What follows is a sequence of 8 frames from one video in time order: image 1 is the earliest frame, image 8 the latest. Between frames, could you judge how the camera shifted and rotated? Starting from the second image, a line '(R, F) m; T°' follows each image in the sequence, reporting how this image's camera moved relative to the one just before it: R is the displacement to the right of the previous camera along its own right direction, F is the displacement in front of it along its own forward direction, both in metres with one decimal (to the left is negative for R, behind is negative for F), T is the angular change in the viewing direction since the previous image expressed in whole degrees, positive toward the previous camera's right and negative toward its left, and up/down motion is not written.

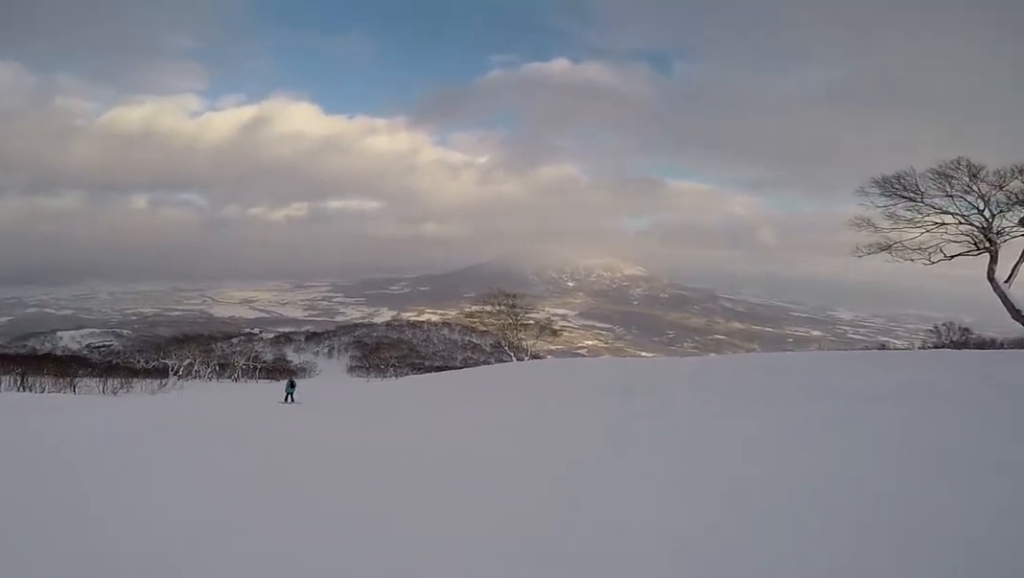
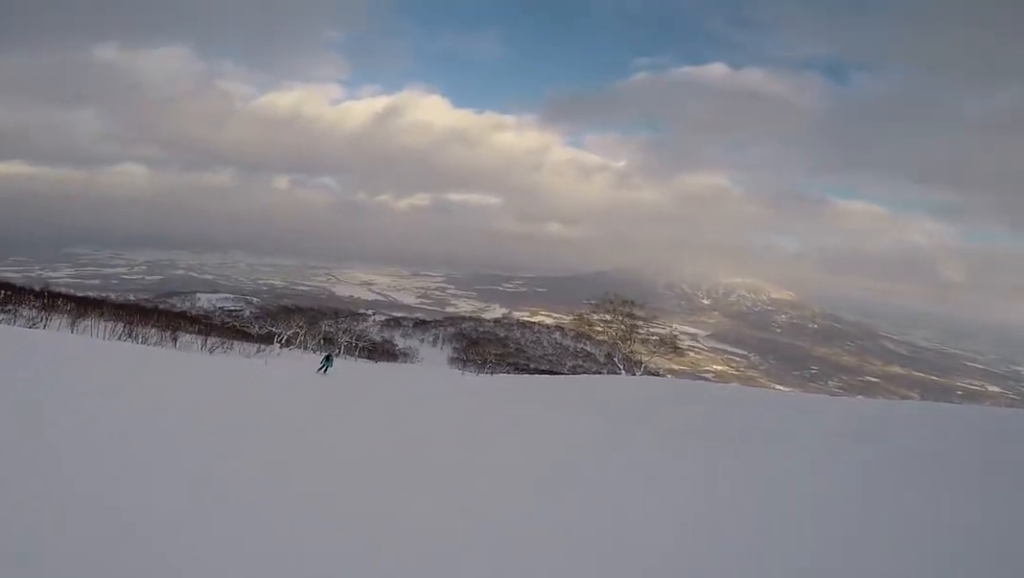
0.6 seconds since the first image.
(-0.6, +3.2) m; -18°
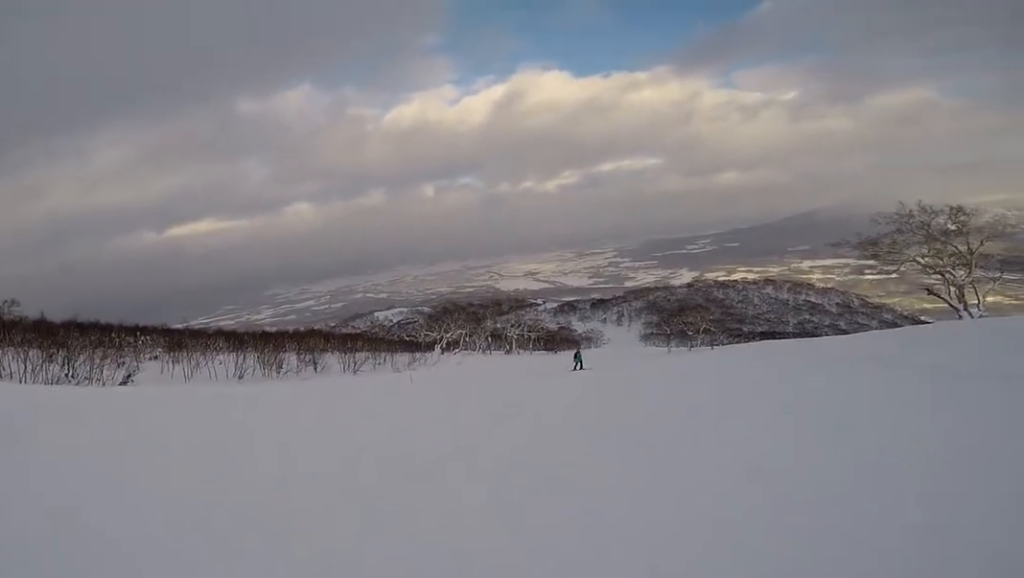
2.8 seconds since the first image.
(-4.7, +11.1) m; -24°
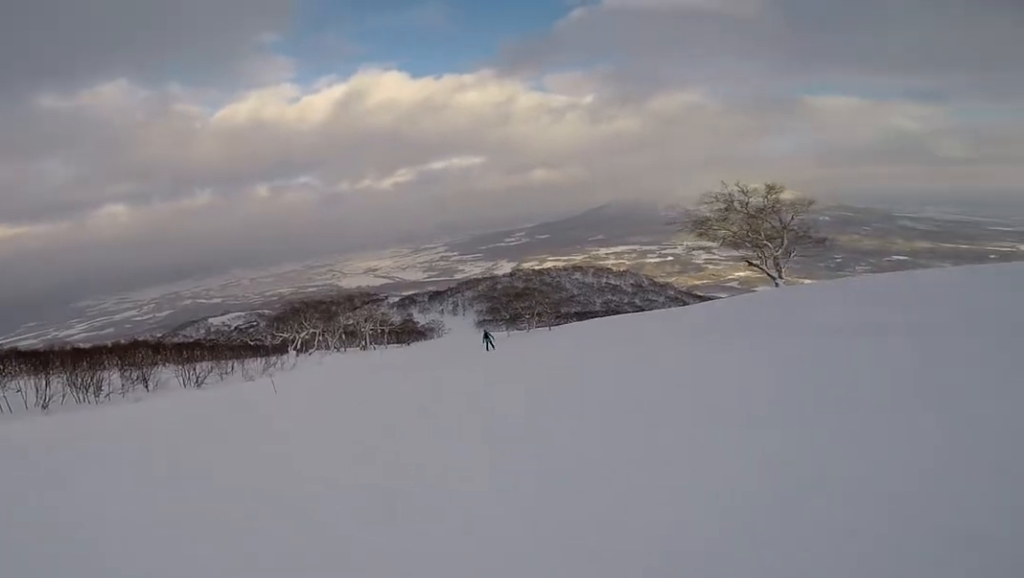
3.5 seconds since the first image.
(+0.6, +4.1) m; +14°
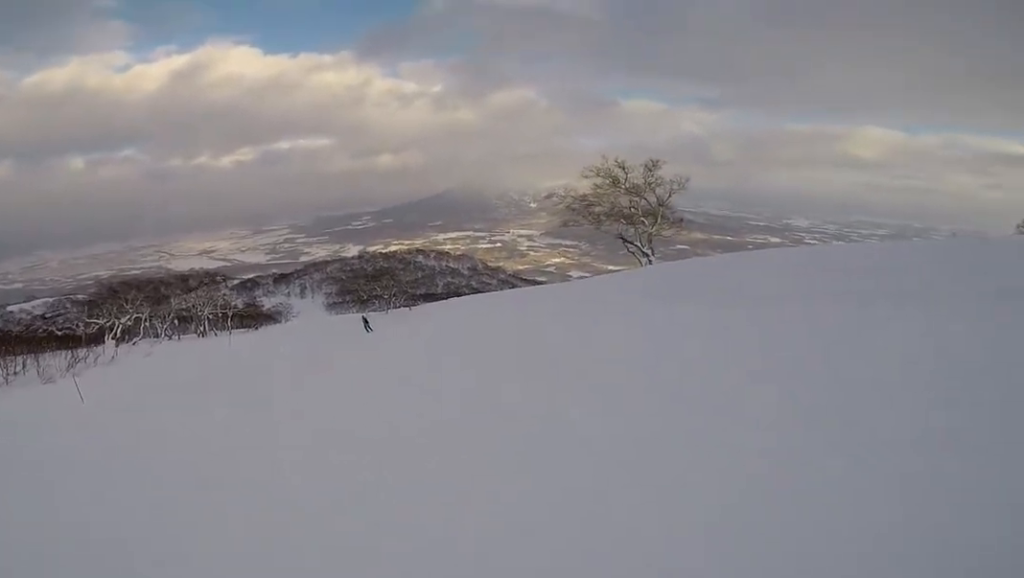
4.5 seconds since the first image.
(+1.0, +5.3) m; +27°
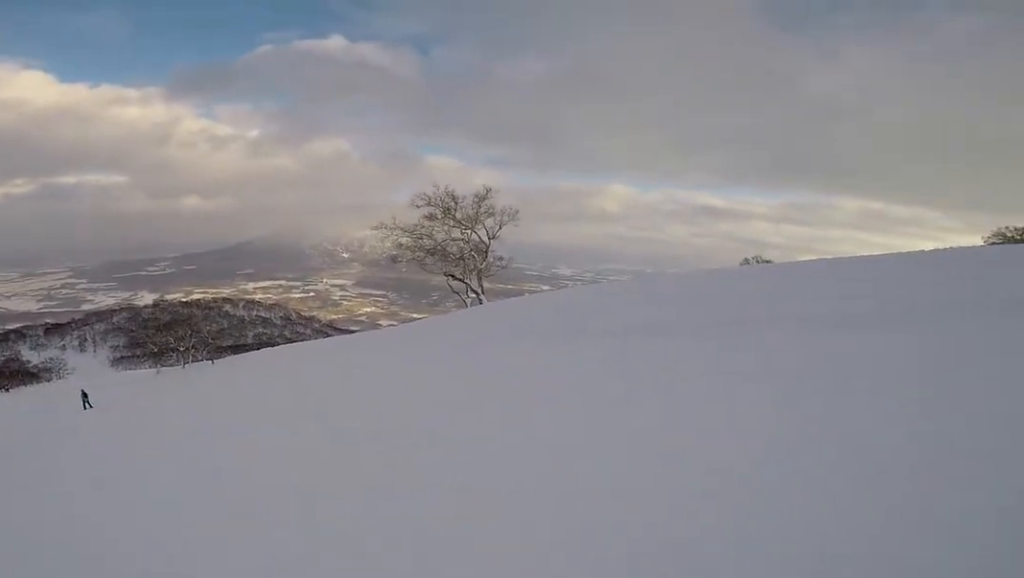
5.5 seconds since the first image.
(+1.6, +5.3) m; +8°
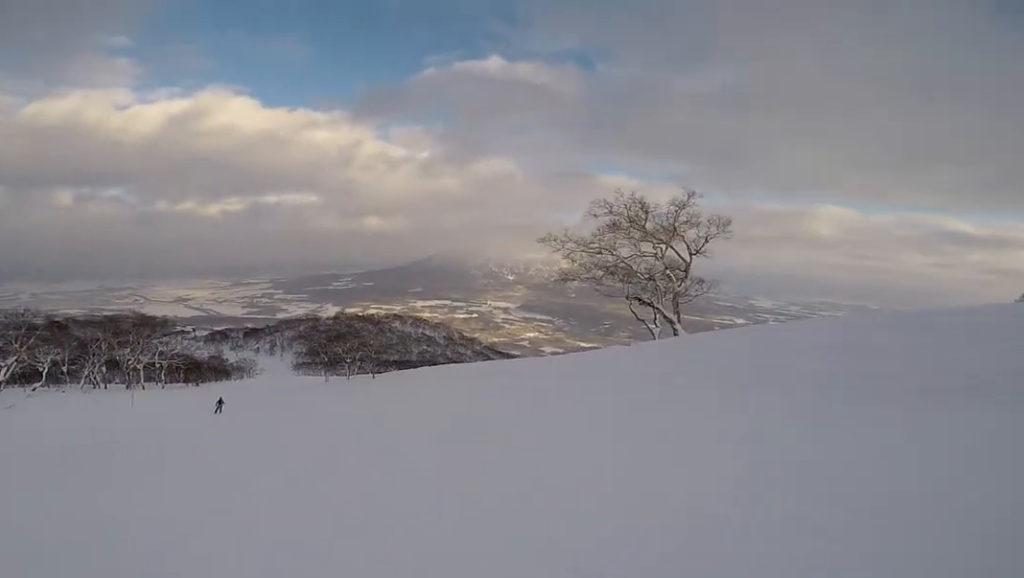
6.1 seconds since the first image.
(-0.3, +3.4) m; -12°
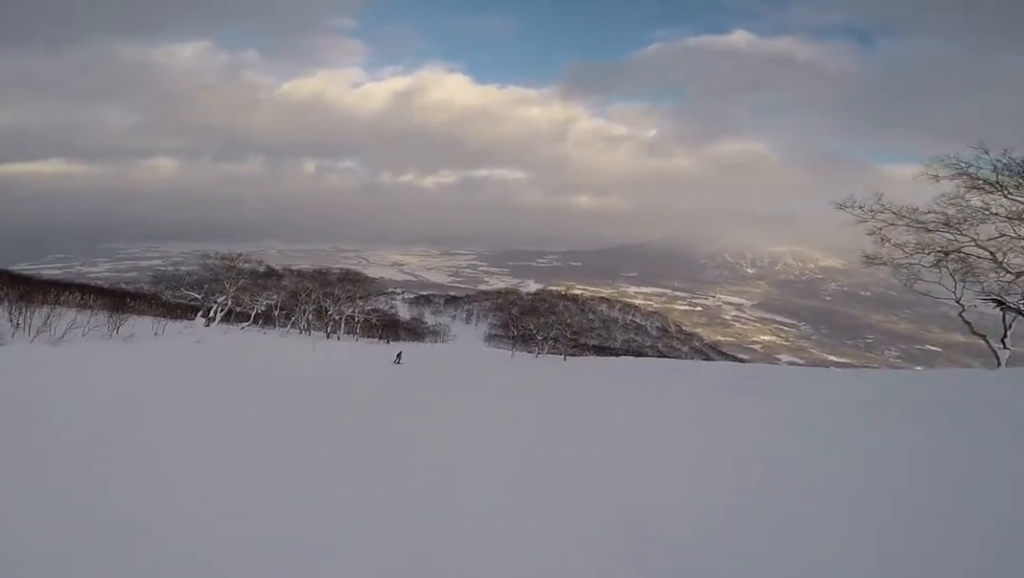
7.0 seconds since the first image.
(-1.0, +4.8) m; -23°
